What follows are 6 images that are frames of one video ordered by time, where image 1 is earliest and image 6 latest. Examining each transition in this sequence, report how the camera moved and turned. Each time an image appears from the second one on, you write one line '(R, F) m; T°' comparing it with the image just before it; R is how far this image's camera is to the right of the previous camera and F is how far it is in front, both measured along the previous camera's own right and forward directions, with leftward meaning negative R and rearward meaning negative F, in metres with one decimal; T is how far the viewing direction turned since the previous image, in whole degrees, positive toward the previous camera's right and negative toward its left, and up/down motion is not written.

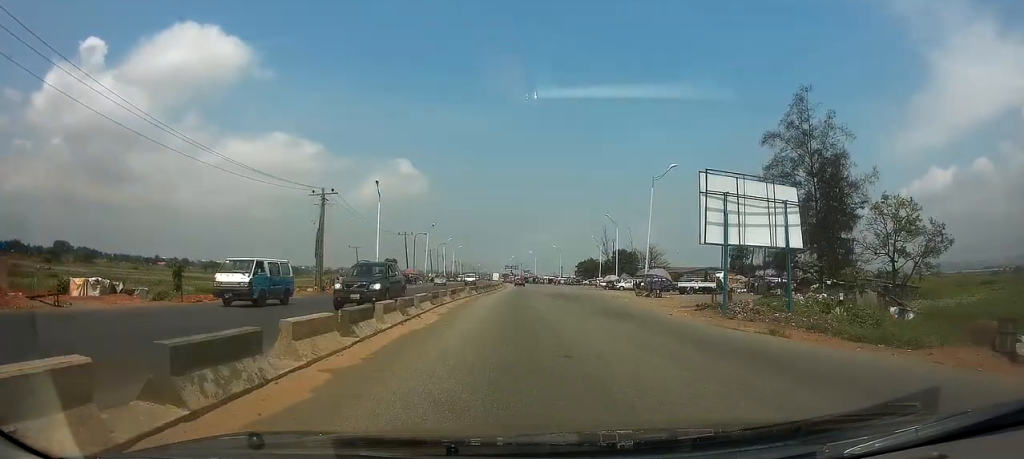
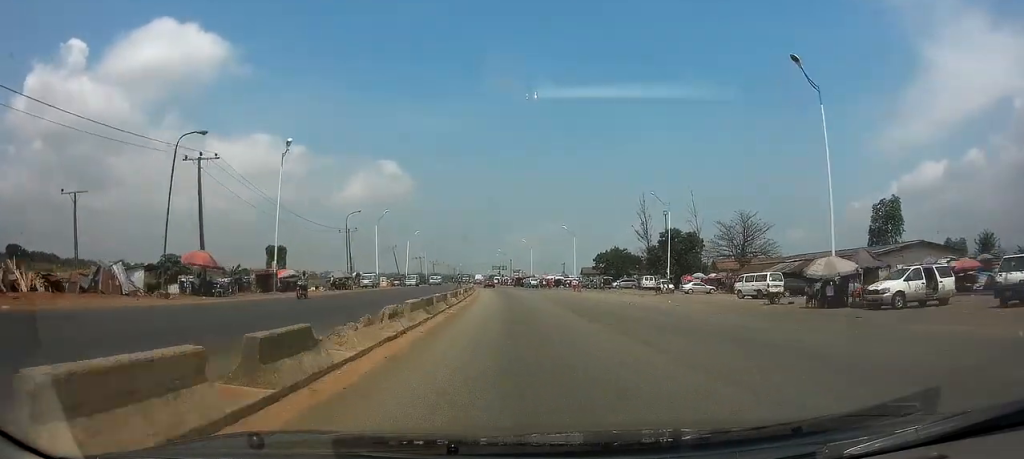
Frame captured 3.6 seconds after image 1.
(+1.2, +65.3) m; +1°
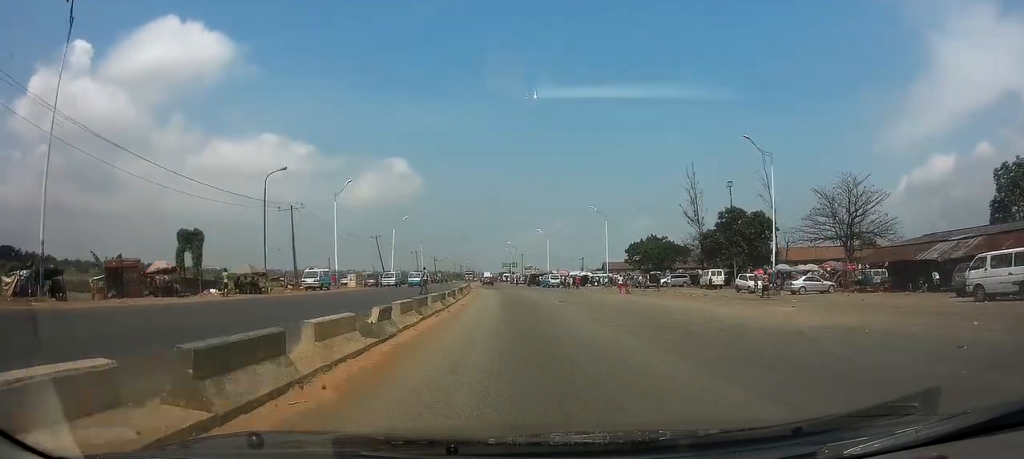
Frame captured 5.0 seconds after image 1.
(-0.2, +25.5) m; -1°
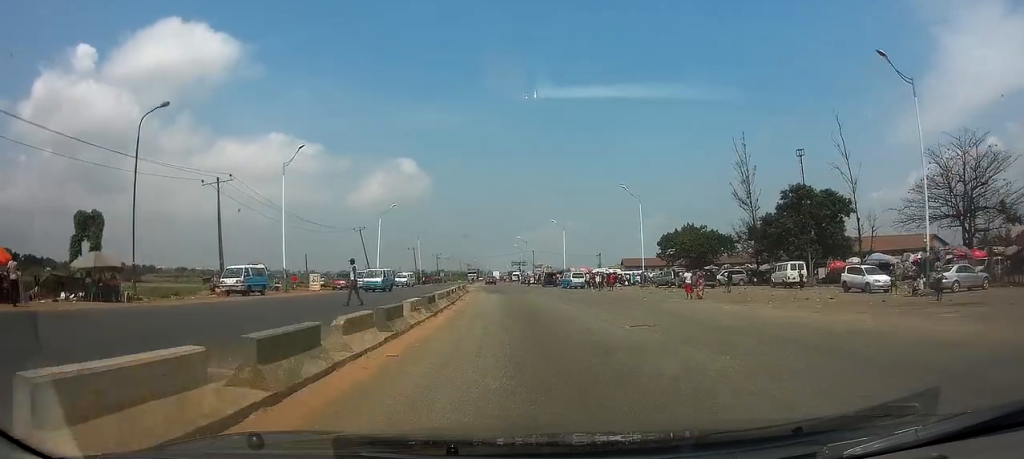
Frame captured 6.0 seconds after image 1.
(-0.1, +16.9) m; -1°
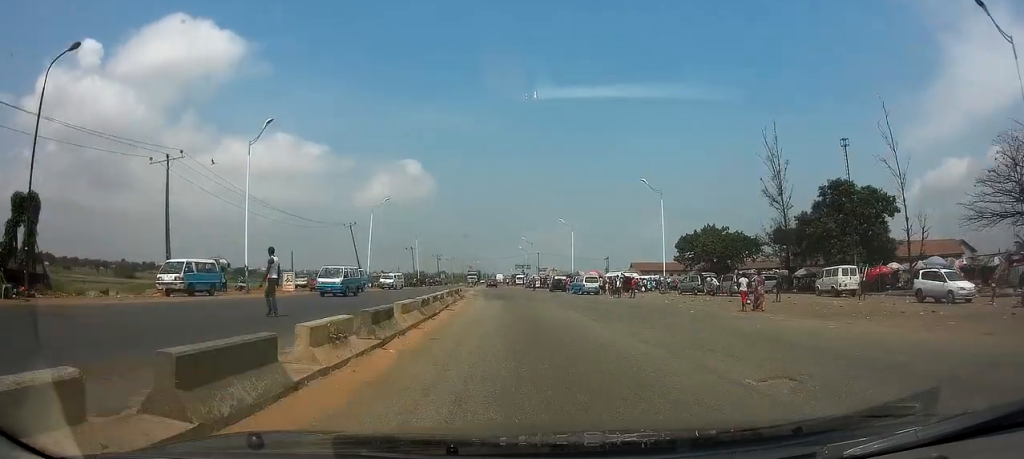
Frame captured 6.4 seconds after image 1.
(0.0, +7.7) m; 0°
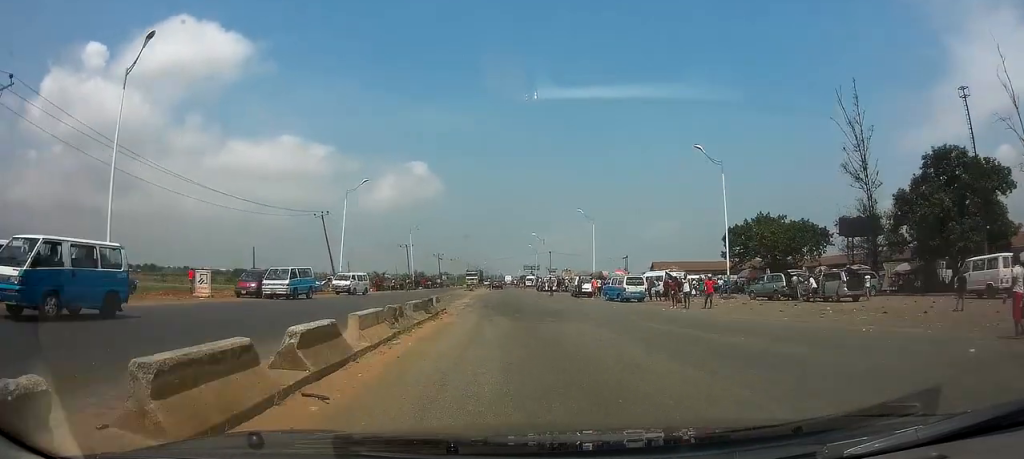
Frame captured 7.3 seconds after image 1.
(-0.1, +15.2) m; -1°
